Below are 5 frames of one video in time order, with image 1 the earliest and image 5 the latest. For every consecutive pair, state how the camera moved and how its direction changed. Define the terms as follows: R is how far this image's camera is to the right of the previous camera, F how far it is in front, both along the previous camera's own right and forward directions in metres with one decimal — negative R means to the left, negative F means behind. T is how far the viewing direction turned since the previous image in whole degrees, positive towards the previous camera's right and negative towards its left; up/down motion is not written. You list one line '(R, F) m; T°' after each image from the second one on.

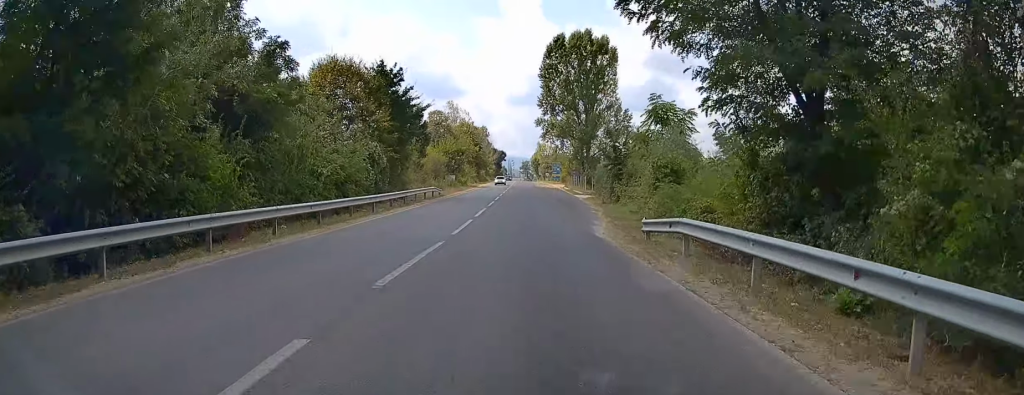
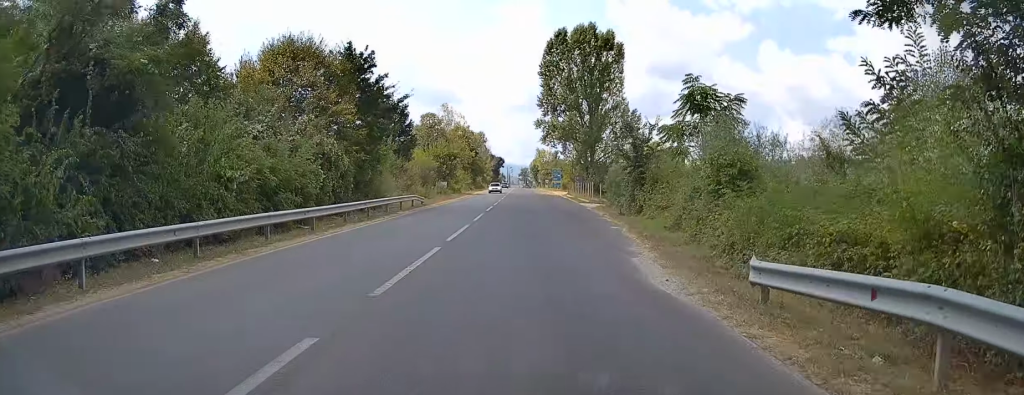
(0.0, +8.4) m; 0°
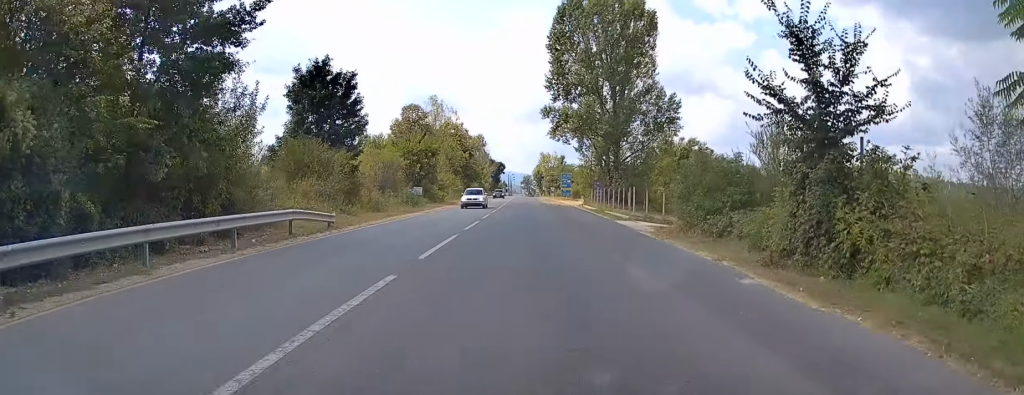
(-0.1, +21.3) m; 0°
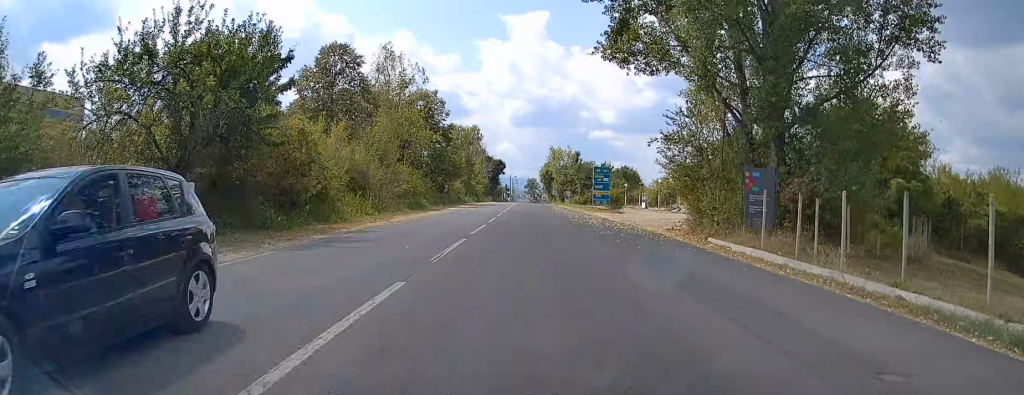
(+0.2, +40.3) m; +1°
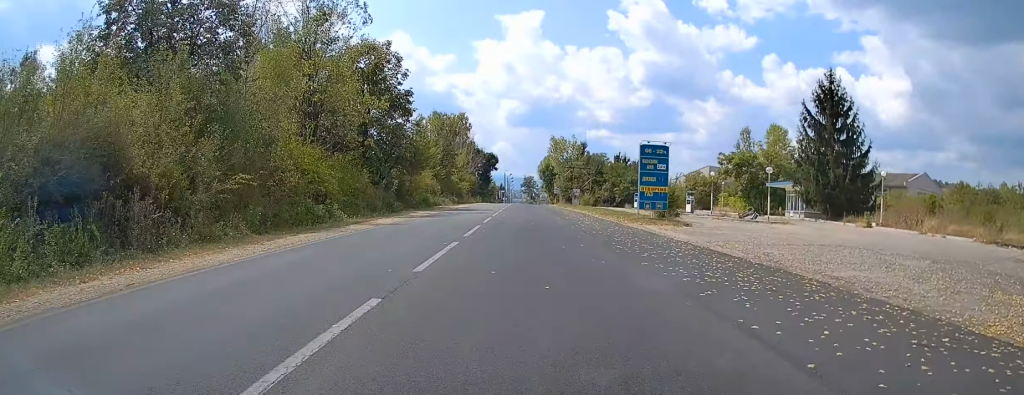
(-0.4, +25.4) m; -1°
